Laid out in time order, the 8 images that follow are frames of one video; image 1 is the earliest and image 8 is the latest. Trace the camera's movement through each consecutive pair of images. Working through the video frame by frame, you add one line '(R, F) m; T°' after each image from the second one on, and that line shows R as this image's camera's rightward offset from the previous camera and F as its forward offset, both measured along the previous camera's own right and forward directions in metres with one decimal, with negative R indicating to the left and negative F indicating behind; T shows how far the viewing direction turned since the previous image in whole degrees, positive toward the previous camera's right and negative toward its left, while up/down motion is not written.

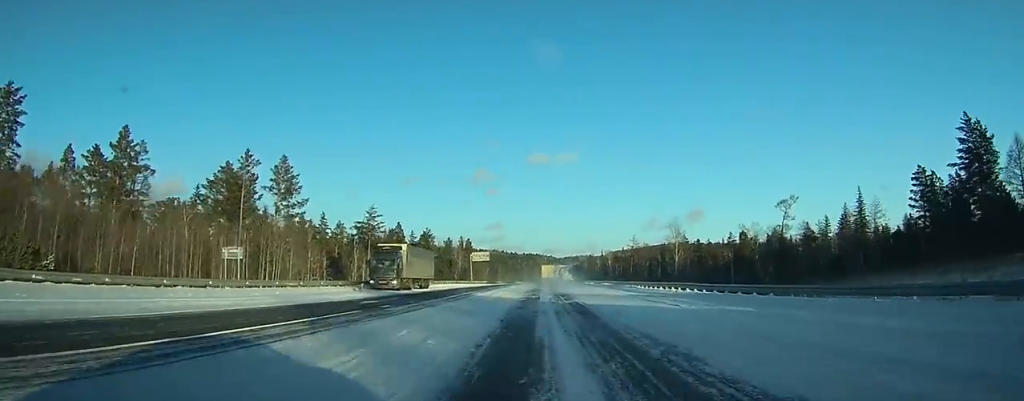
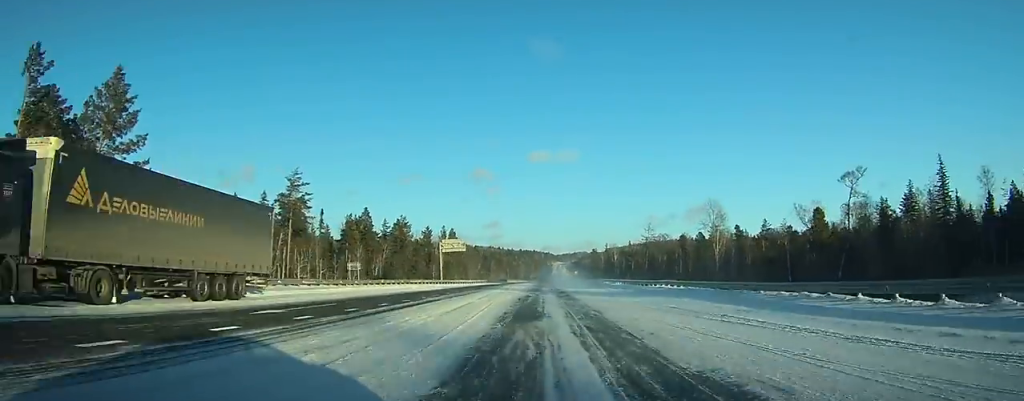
(+0.2, +39.9) m; +1°
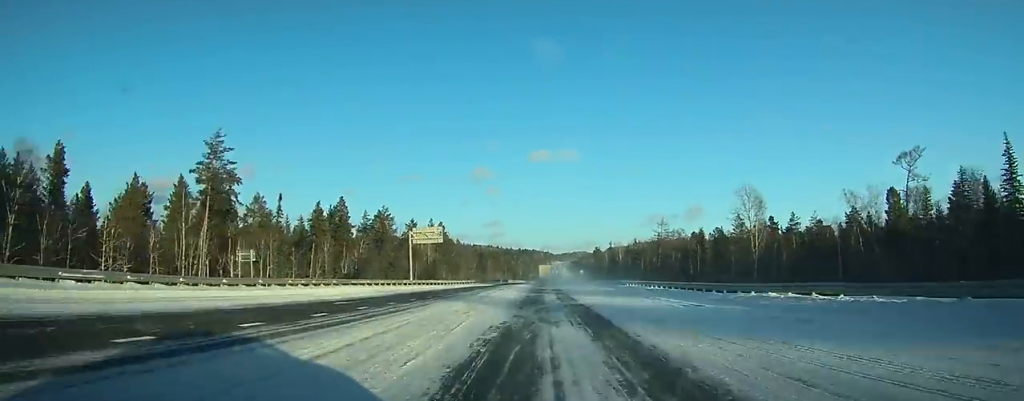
(+0.1, +22.9) m; 0°
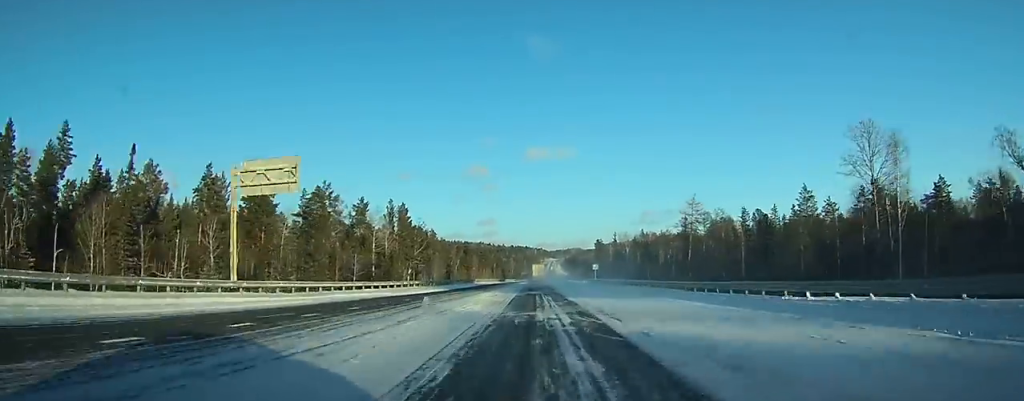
(+0.2, +43.6) m; 0°
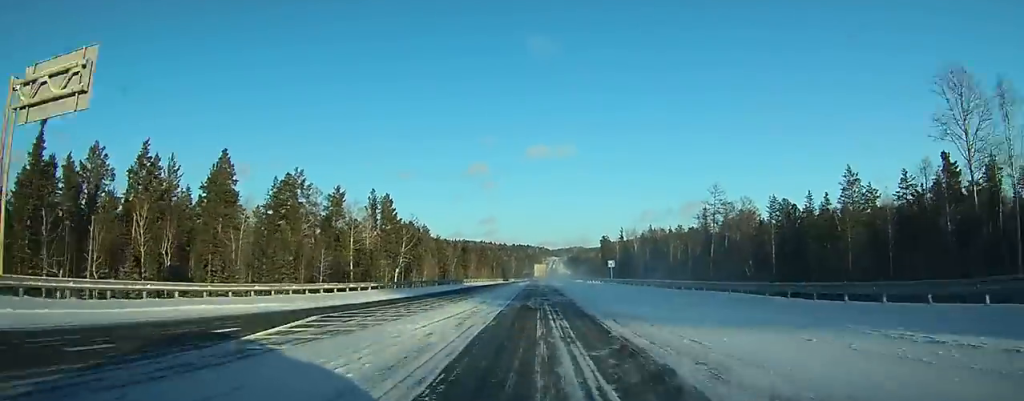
(0.0, +16.5) m; 0°
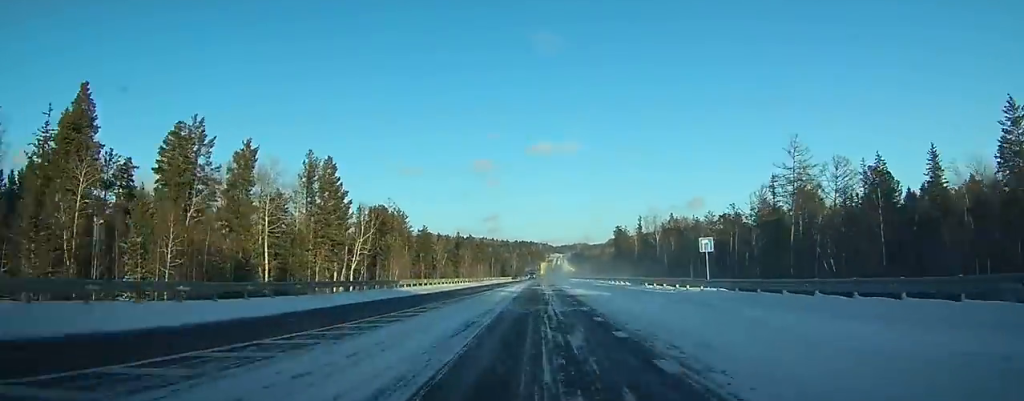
(+0.1, +37.5) m; 0°
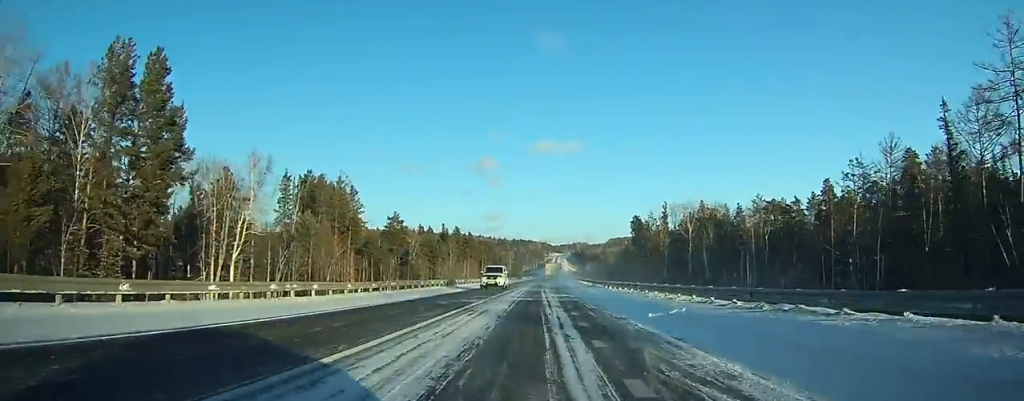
(-0.1, +44.7) m; 0°
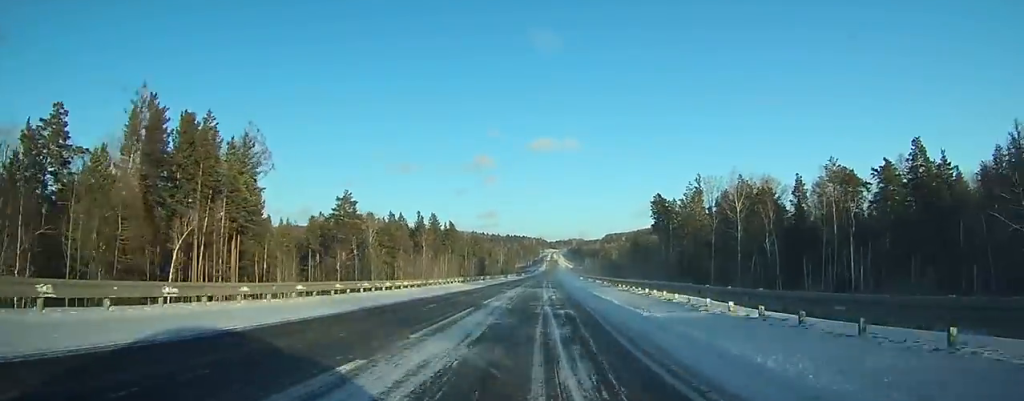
(+0.1, +43.2) m; +1°
